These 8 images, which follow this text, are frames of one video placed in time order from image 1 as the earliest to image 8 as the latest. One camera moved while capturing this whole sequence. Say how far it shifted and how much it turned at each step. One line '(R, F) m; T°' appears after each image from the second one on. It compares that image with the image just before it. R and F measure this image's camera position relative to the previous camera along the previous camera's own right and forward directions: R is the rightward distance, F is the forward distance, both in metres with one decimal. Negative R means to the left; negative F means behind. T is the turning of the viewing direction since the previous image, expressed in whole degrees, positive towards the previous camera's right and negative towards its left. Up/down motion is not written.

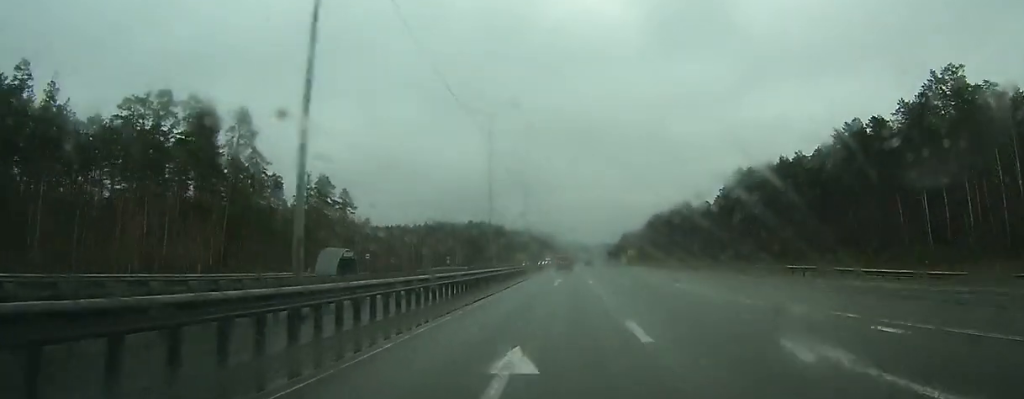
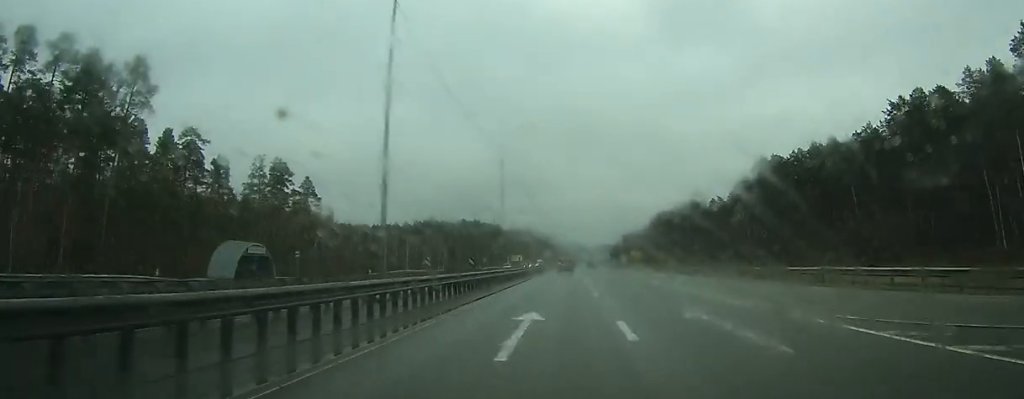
(+0.1, +23.9) m; 0°
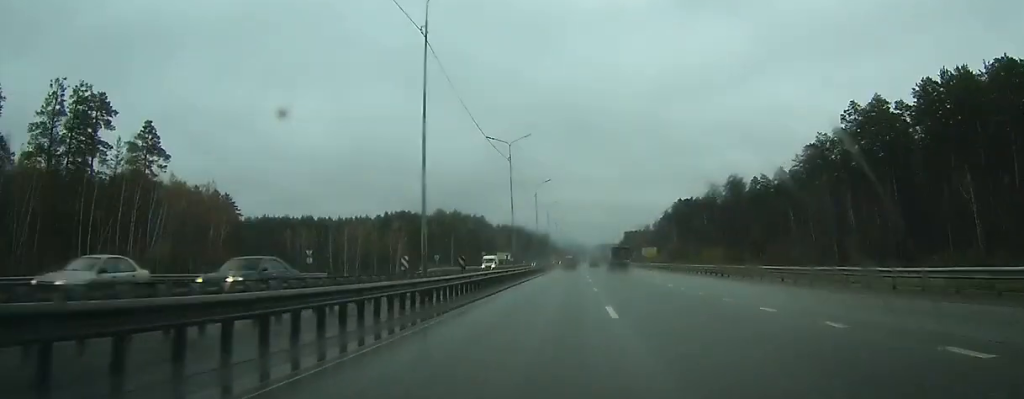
(0.0, +56.9) m; 0°
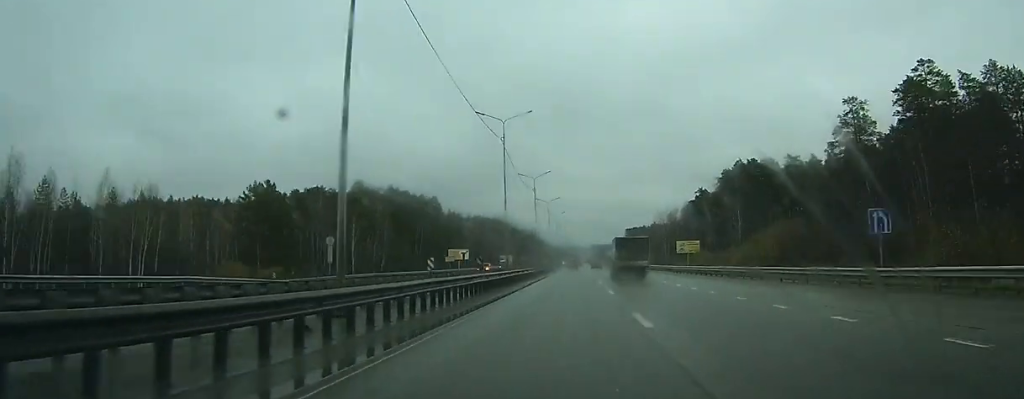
(+0.1, +99.6) m; 0°
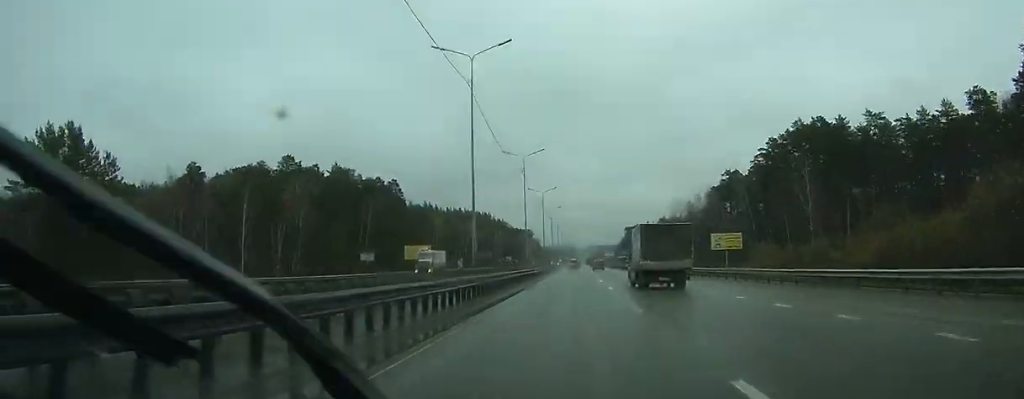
(-0.1, +44.7) m; 0°
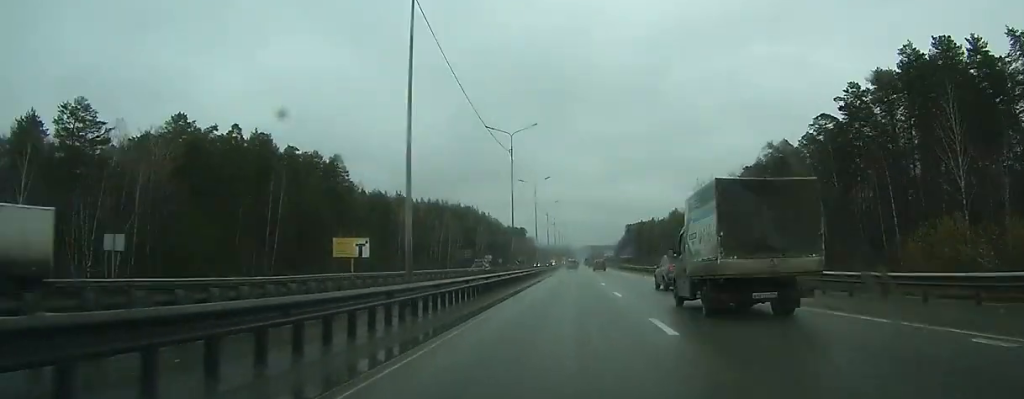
(+0.1, +41.1) m; 0°
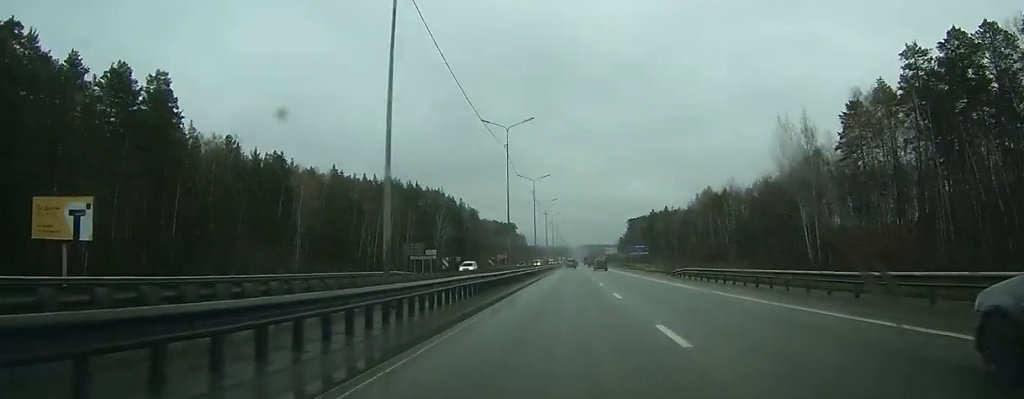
(+0.3, +61.9) m; 0°
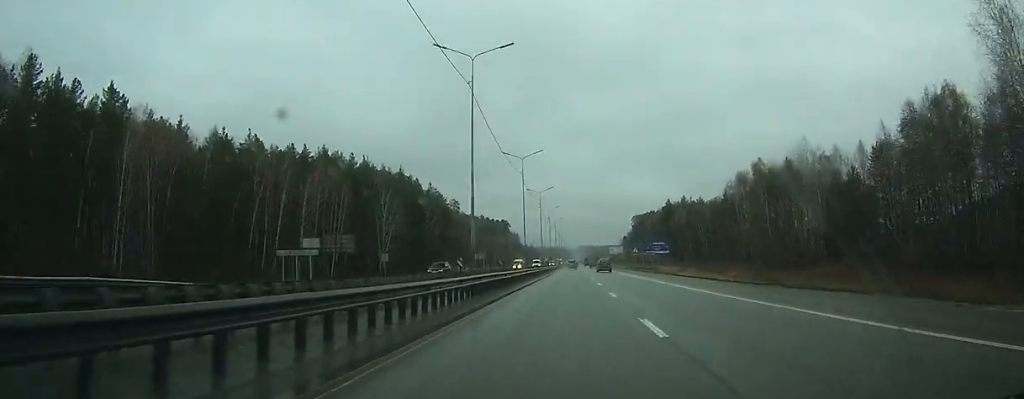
(+0.1, +46.9) m; 0°
